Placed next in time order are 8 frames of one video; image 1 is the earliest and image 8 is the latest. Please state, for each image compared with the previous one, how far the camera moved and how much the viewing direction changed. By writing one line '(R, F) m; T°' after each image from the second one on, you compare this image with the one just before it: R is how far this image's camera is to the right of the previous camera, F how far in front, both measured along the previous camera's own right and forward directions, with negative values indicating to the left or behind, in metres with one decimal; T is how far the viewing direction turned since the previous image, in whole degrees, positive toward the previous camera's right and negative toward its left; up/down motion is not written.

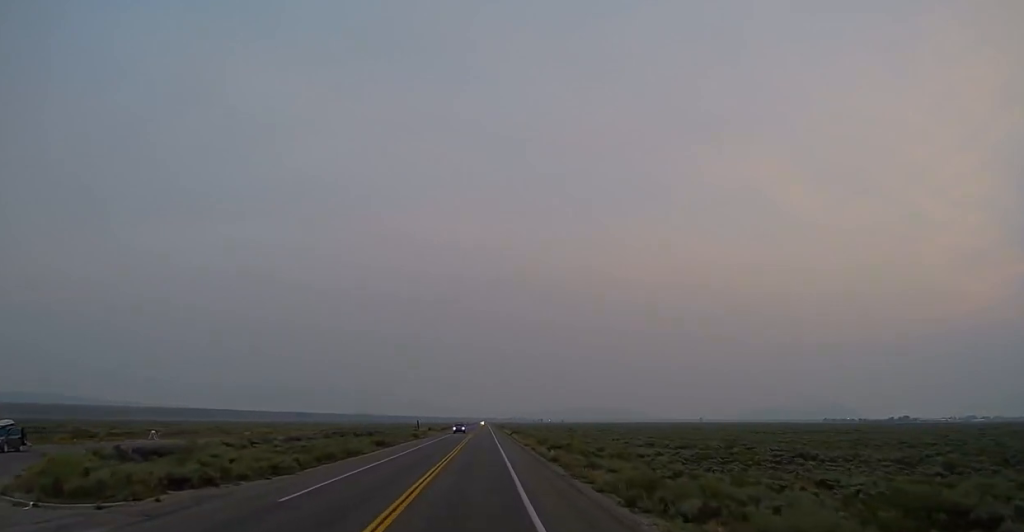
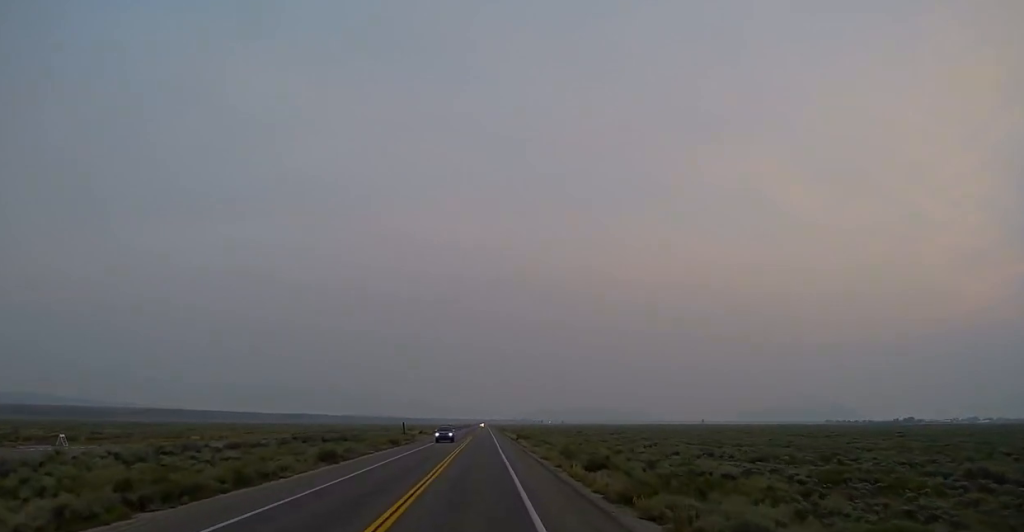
(0.0, +19.0) m; 0°
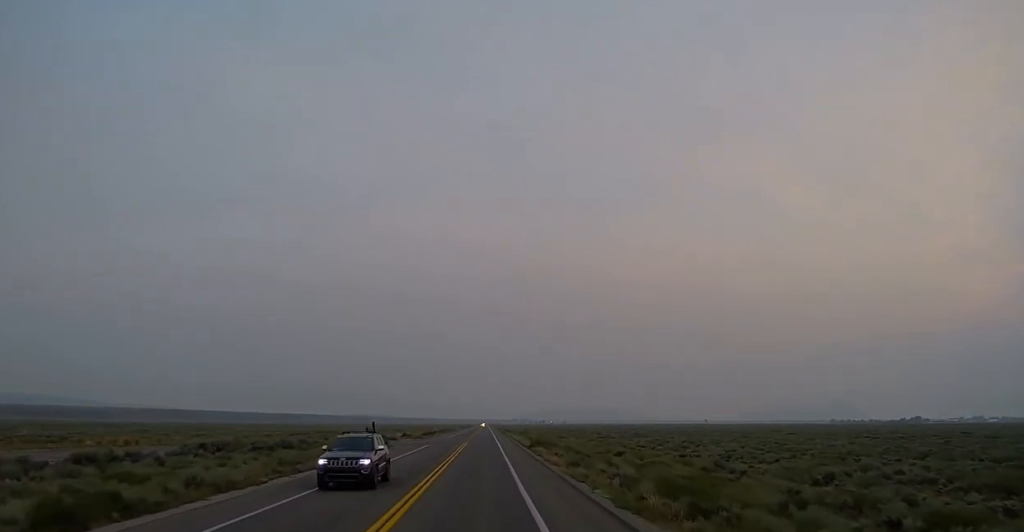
(0.0, +24.5) m; 0°
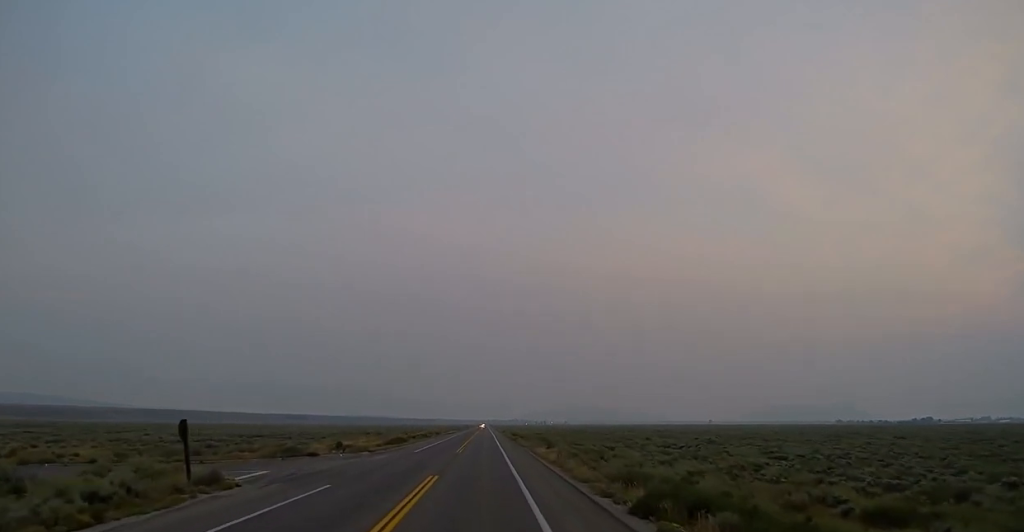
(+0.1, +42.2) m; +1°
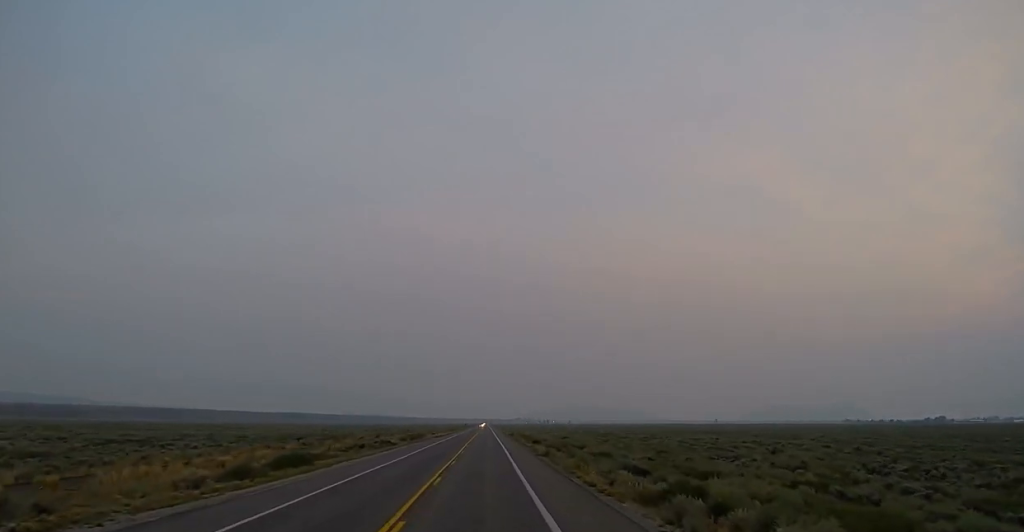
(+0.4, +45.6) m; 0°
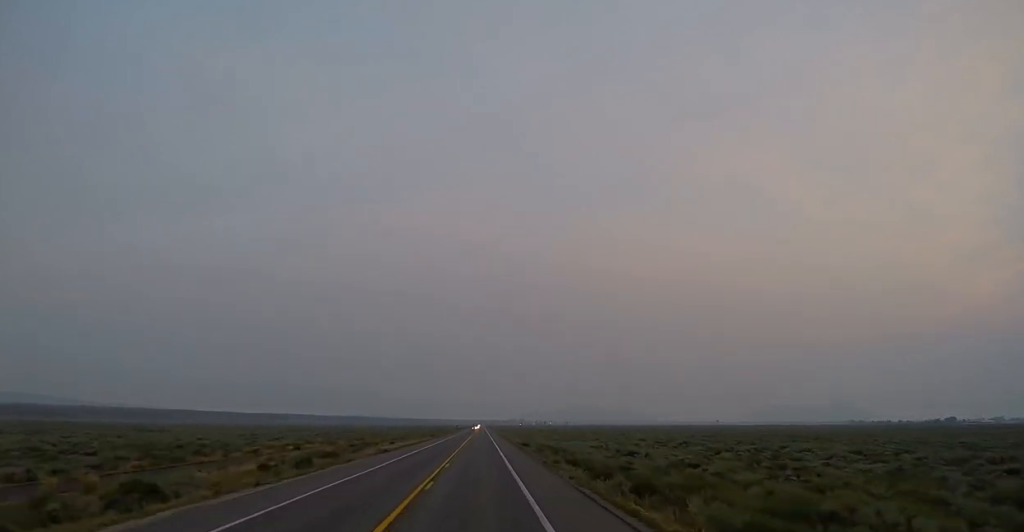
(-0.5, +48.8) m; 0°
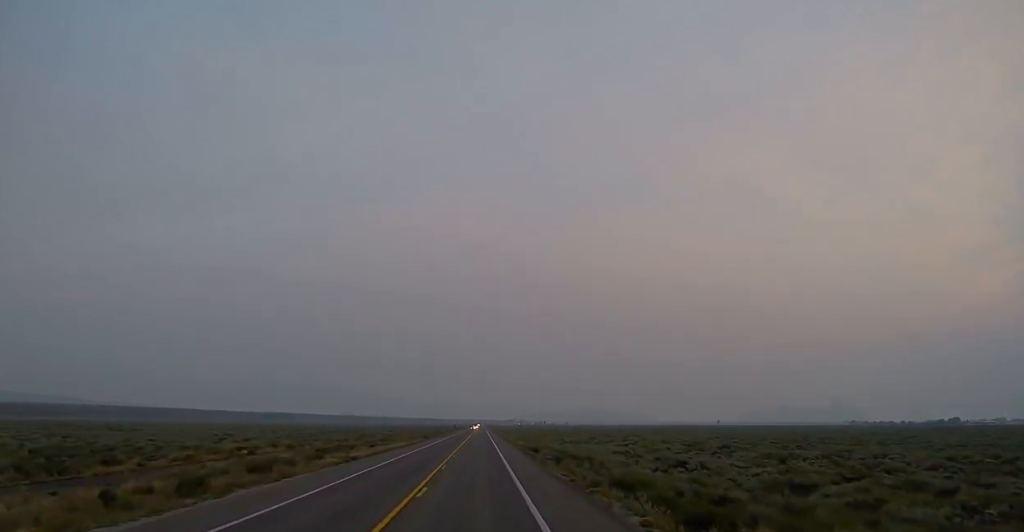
(0.0, +14.8) m; 0°
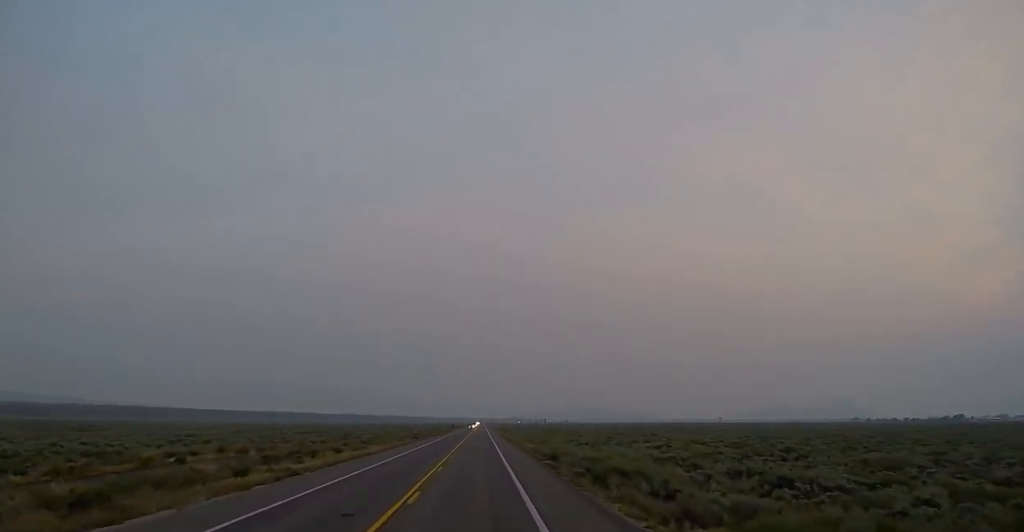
(0.0, +13.8) m; 0°
